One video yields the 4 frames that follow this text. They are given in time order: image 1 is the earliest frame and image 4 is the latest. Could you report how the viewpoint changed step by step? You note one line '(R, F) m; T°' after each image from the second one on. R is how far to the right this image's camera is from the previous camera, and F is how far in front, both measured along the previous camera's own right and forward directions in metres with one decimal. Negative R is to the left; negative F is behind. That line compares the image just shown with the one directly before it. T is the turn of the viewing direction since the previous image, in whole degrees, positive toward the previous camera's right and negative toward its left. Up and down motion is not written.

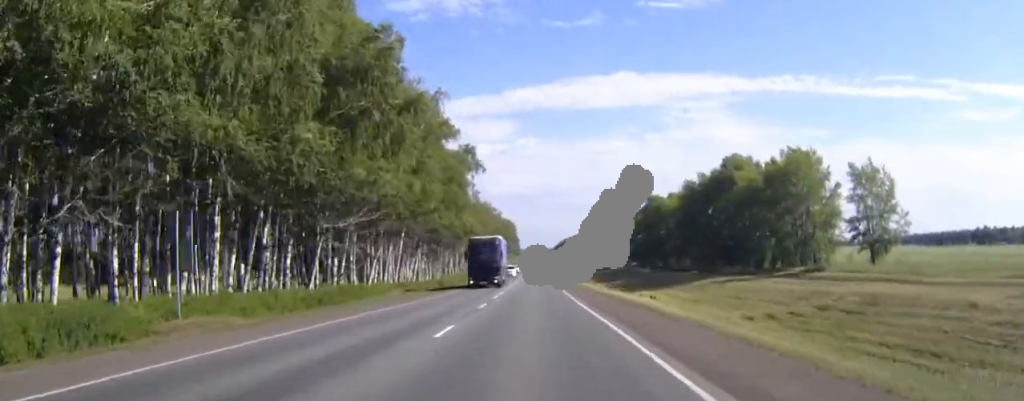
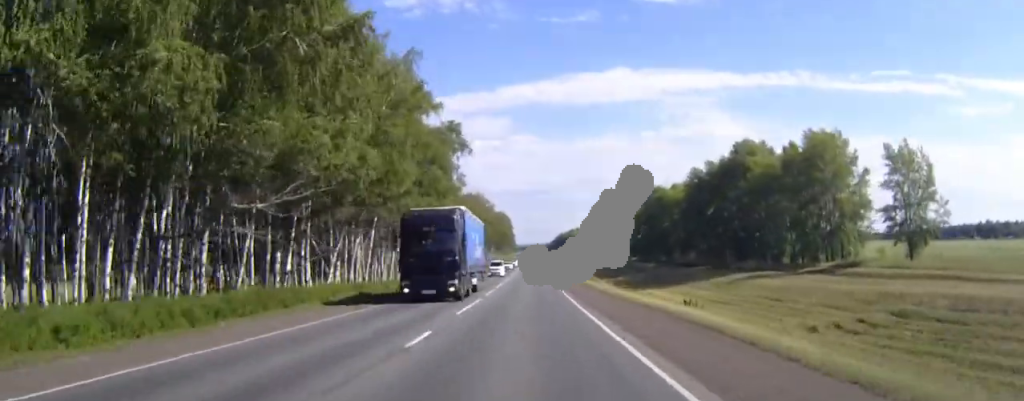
(0.0, +13.8) m; 0°
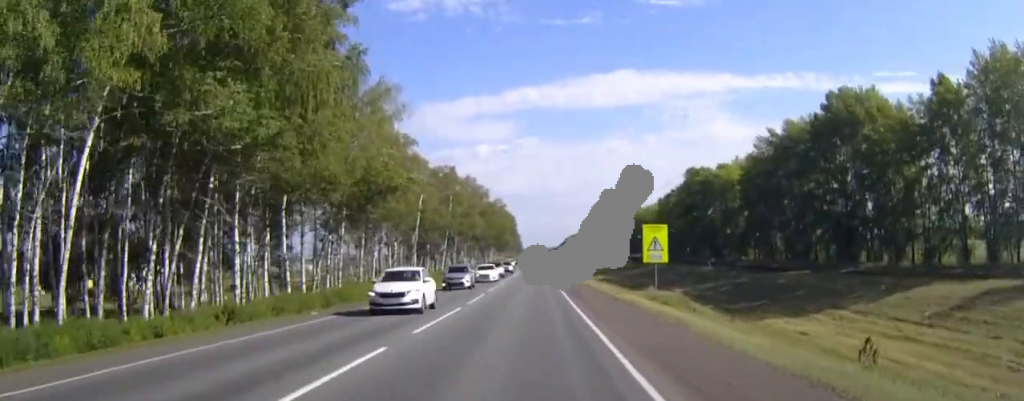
(0.0, +53.8) m; 0°
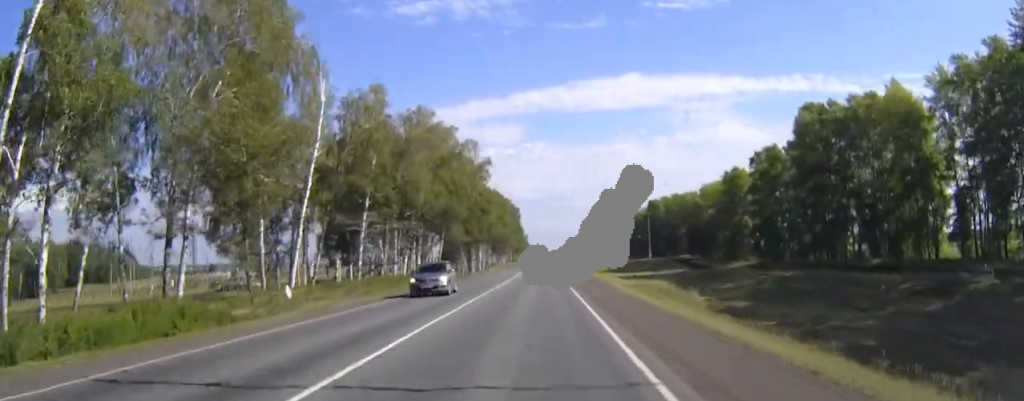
(-0.6, +82.8) m; -1°
